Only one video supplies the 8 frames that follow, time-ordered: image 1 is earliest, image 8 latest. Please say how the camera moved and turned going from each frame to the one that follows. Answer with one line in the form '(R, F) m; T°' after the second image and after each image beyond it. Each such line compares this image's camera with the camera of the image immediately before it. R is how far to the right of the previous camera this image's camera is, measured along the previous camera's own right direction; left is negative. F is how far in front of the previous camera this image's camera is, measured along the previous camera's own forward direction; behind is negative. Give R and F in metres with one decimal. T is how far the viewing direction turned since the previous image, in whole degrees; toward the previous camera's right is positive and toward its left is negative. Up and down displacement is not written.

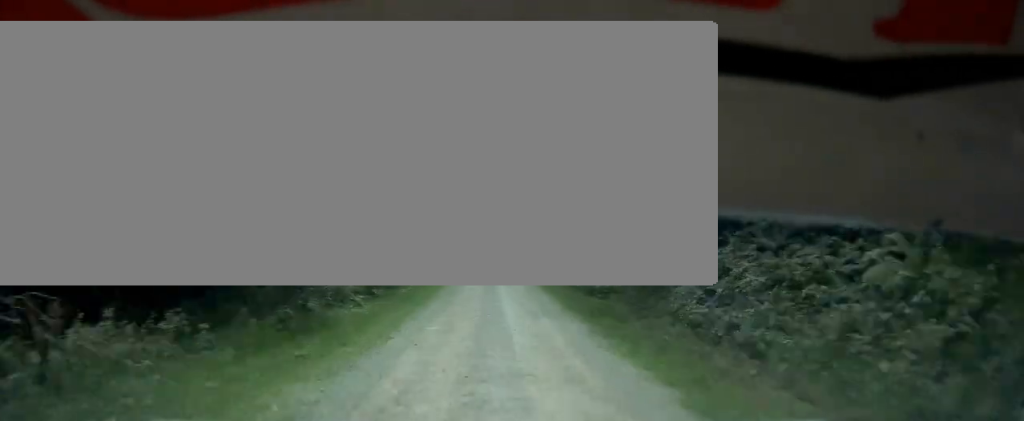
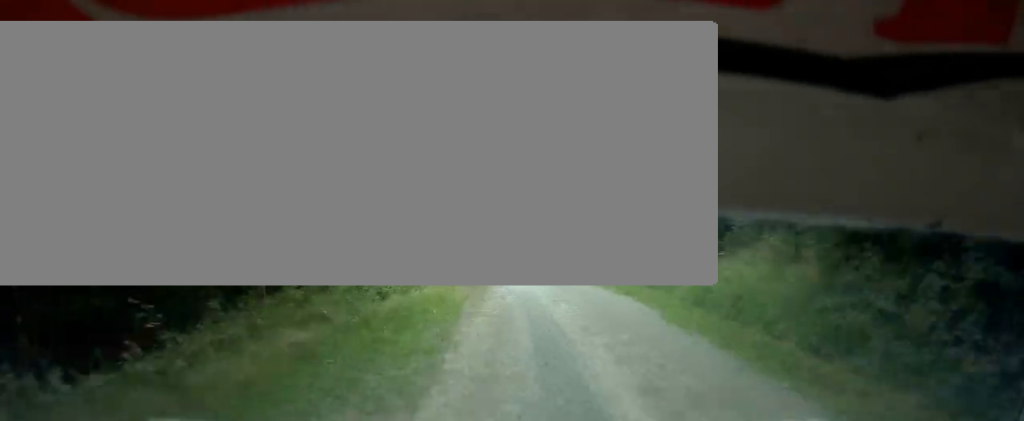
(-0.8, +40.3) m; -3°
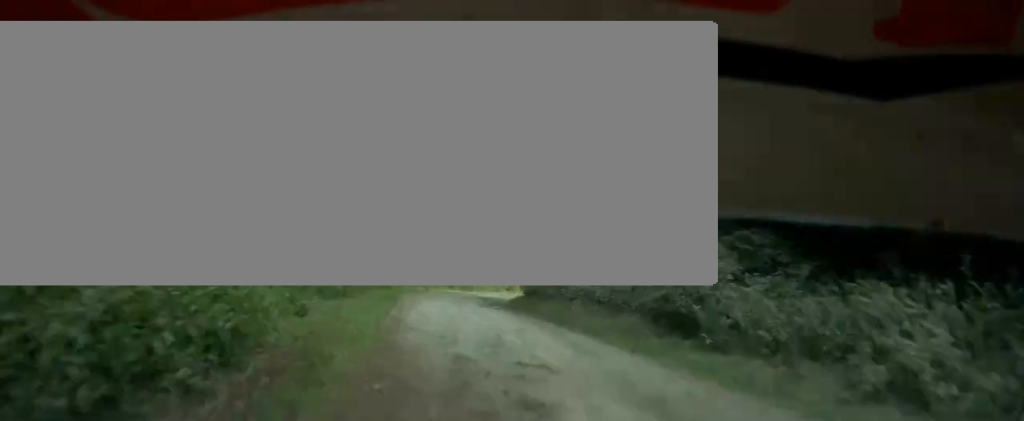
(-0.6, +39.5) m; 0°
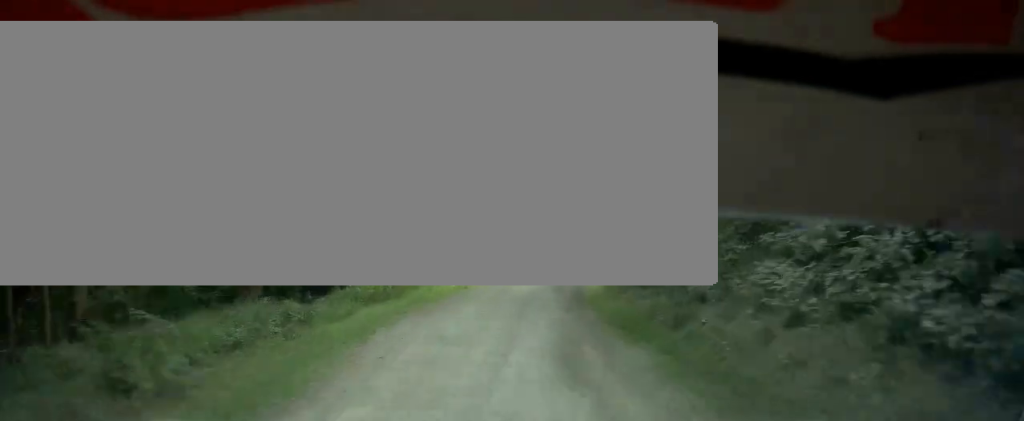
(0.0, +12.9) m; +1°
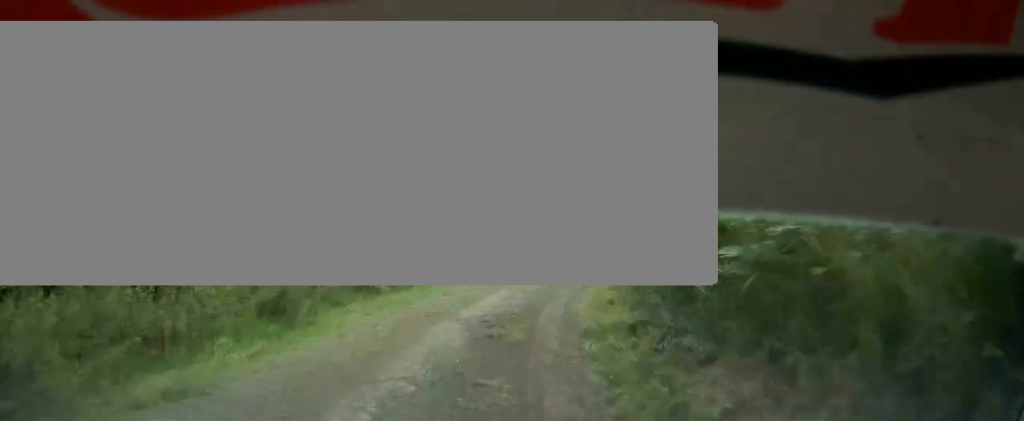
(+5.3, +39.7) m; +21°
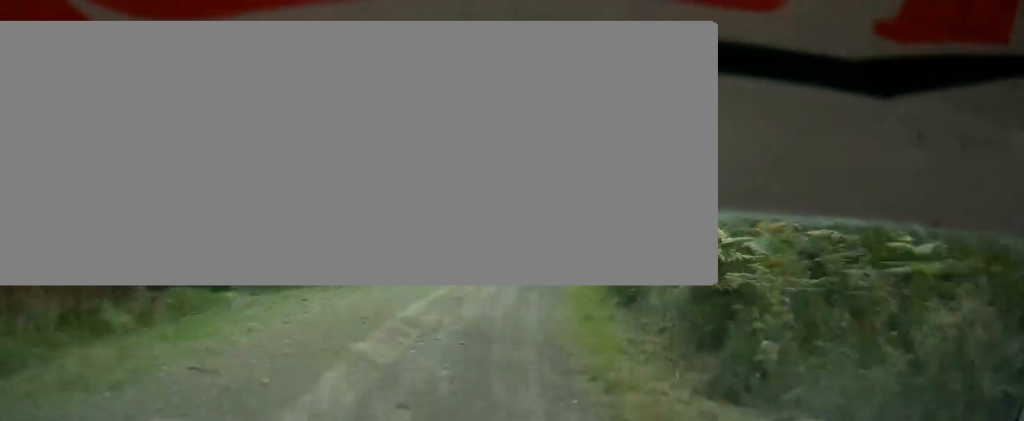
(+1.9, +10.3) m; +6°
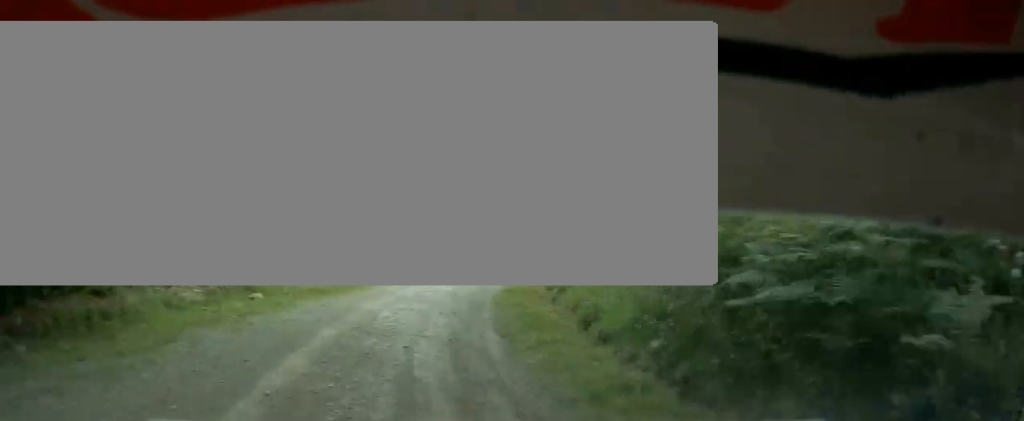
(+0.6, +10.6) m; +4°
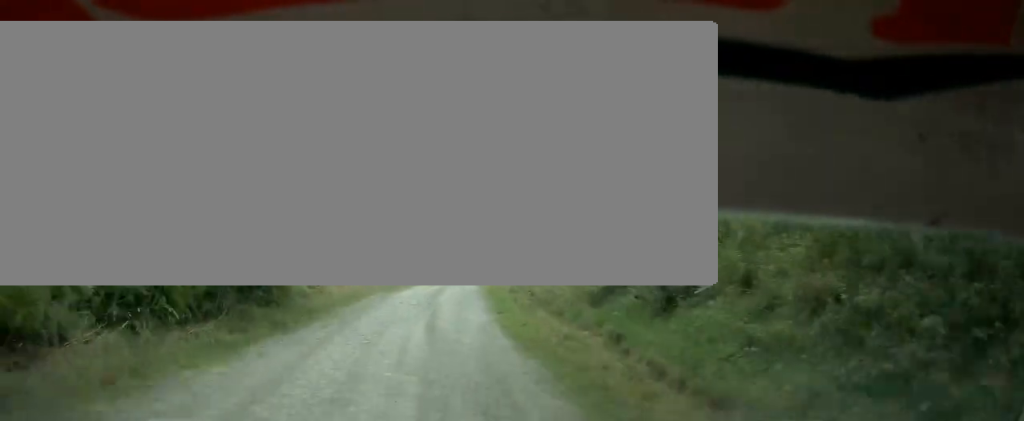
(-0.4, +13.2) m; +1°
